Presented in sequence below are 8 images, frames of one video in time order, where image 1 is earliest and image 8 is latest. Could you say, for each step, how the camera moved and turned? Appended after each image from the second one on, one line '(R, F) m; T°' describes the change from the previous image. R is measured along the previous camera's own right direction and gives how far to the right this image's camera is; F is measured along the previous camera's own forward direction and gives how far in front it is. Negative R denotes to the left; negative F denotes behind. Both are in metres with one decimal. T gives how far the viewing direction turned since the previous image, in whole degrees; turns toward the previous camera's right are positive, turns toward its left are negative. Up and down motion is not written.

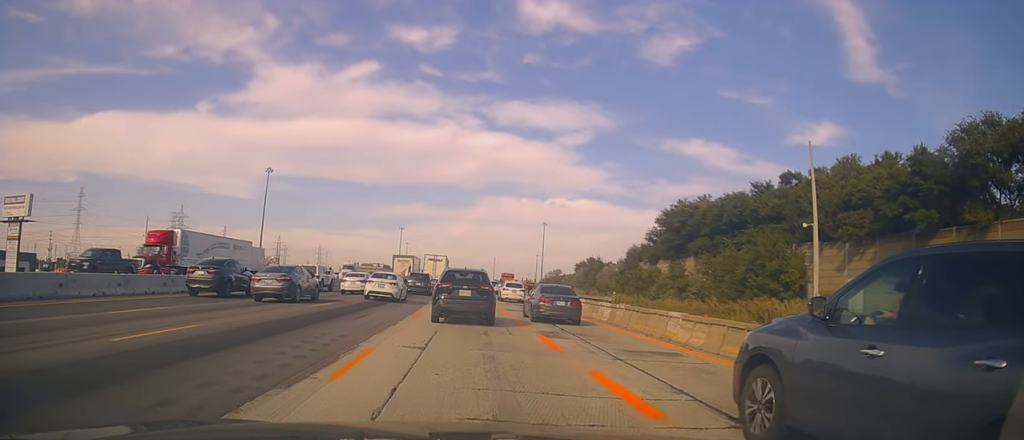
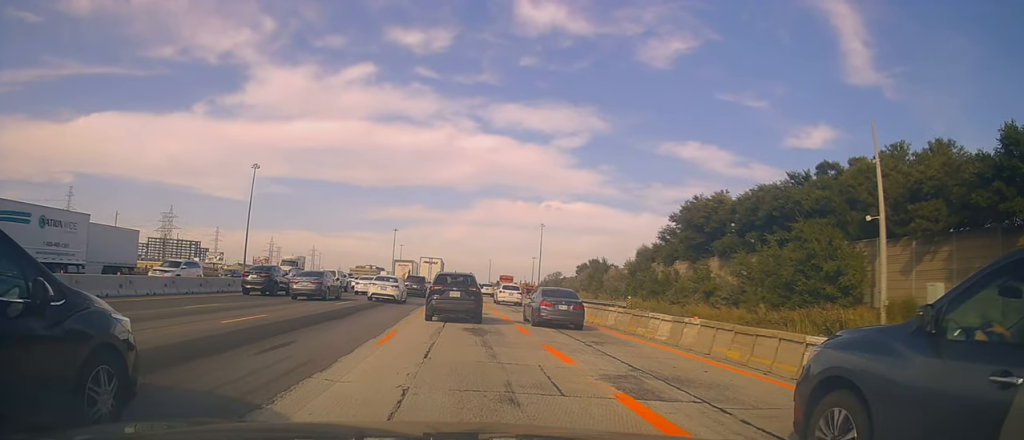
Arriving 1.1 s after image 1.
(+0.7, +7.4) m; +6°
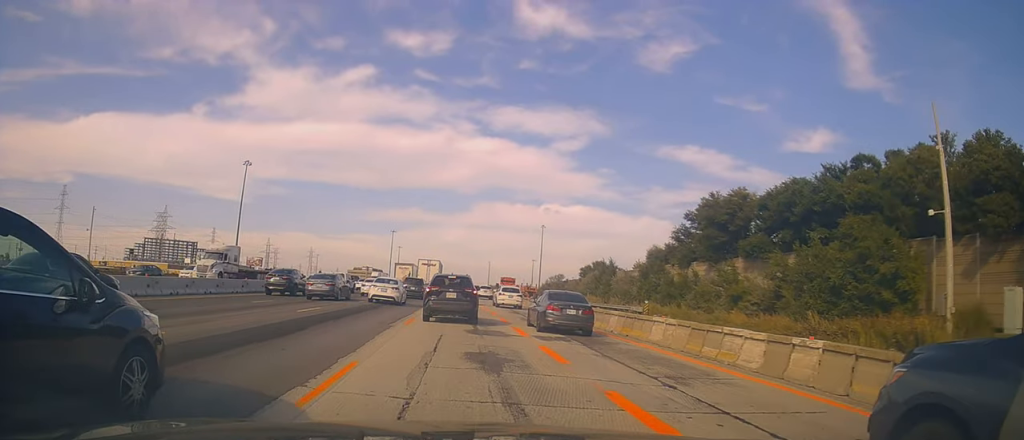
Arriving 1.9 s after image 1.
(+0.1, +5.0) m; -2°
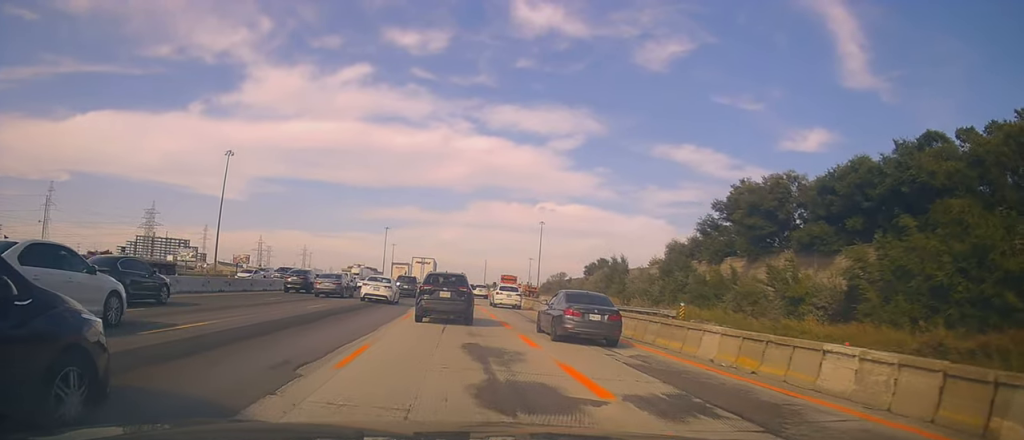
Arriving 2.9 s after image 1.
(-0.3, +7.9) m; -3°
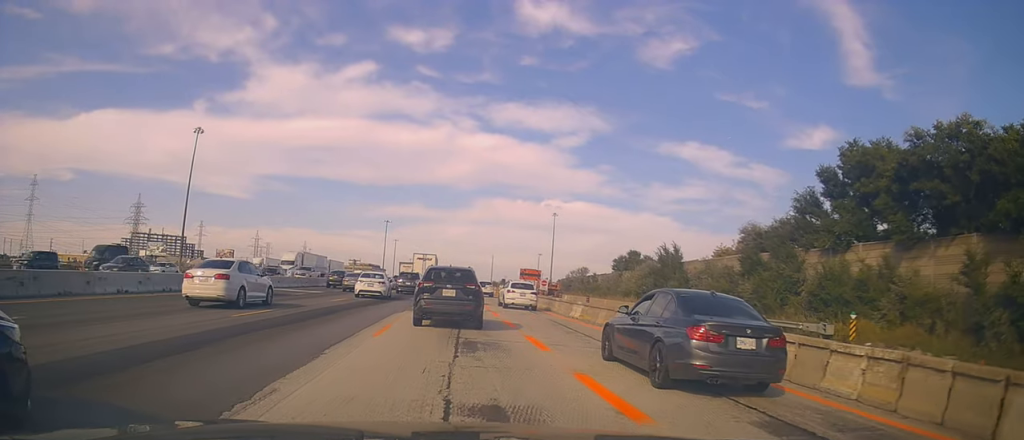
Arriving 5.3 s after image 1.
(+0.9, +20.0) m; +1°
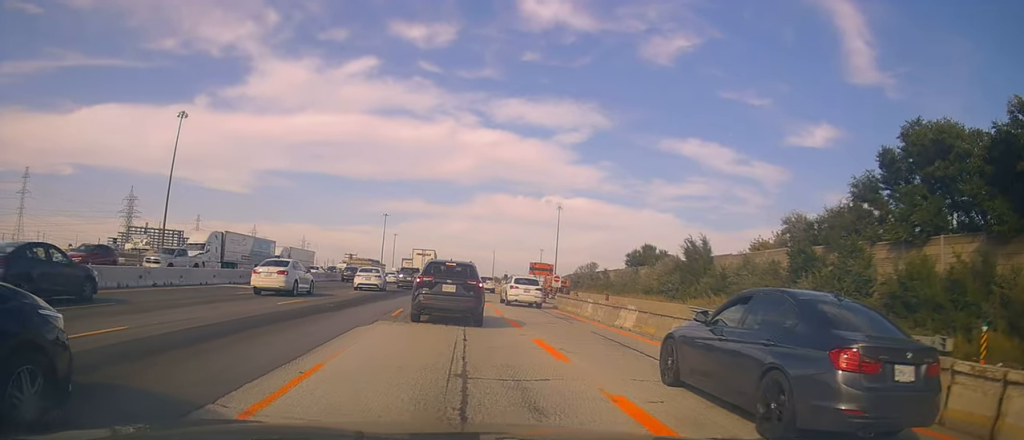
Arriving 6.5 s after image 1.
(-0.4, +9.3) m; -1°
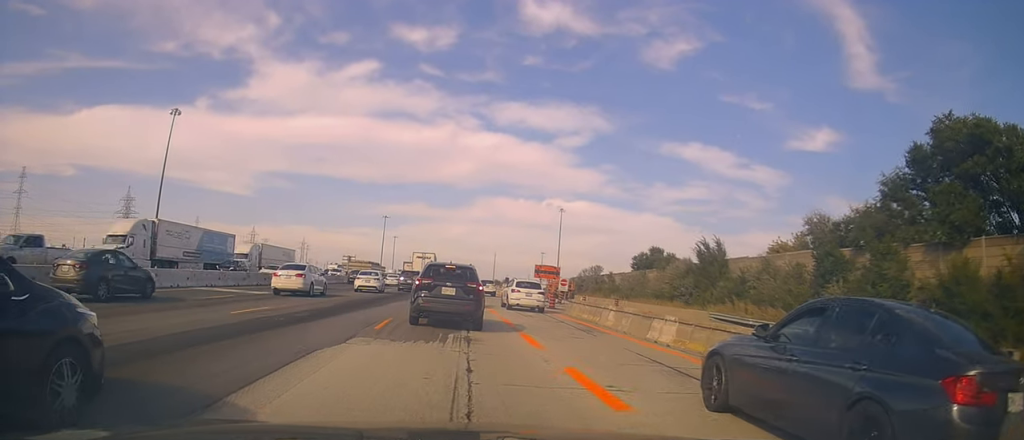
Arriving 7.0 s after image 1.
(0.0, +4.0) m; +1°
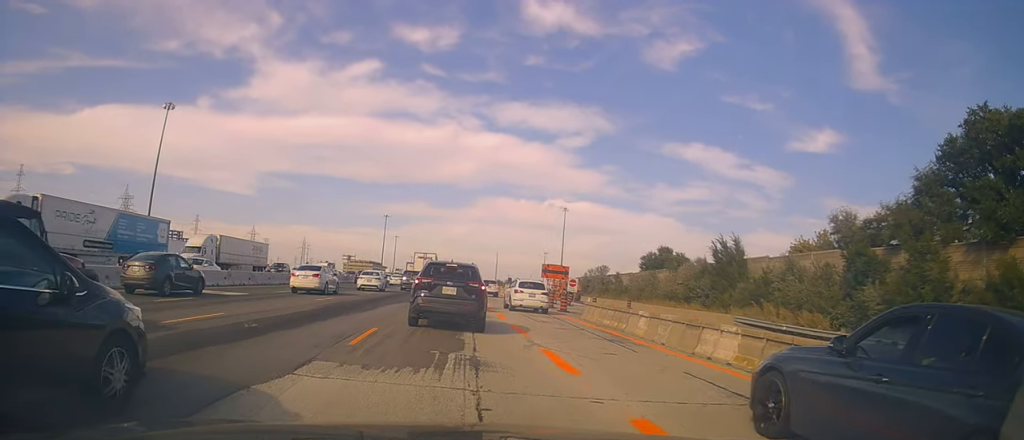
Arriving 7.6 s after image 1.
(+0.1, +3.8) m; +3°
